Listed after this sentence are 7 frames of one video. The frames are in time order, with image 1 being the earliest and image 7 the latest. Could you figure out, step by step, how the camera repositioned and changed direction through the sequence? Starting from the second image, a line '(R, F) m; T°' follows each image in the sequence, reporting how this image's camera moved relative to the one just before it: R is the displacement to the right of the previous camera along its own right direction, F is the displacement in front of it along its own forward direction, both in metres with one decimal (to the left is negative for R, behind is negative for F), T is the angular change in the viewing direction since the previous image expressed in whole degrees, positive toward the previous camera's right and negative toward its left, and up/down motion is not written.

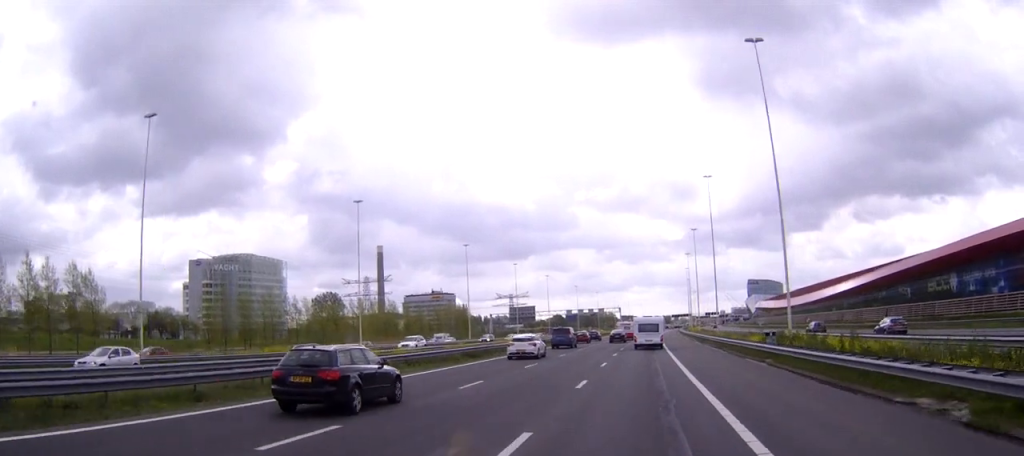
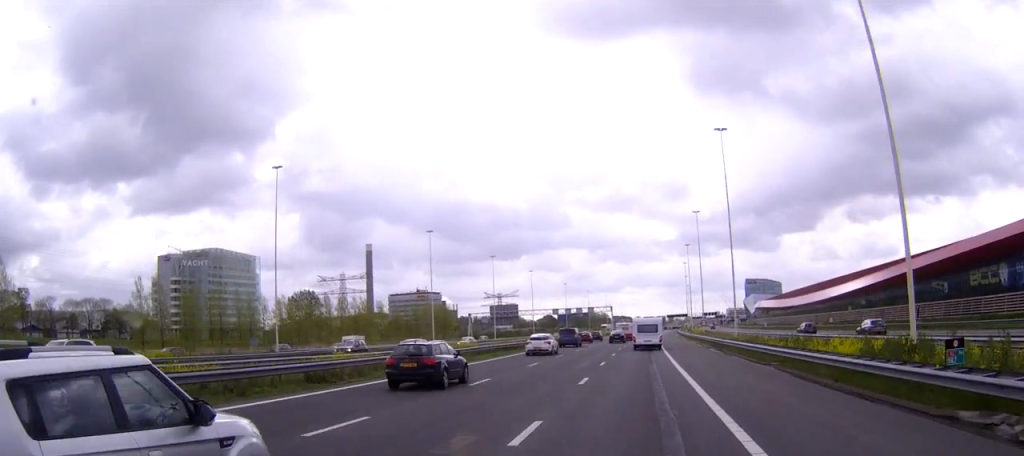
(+0.1, +22.4) m; +1°
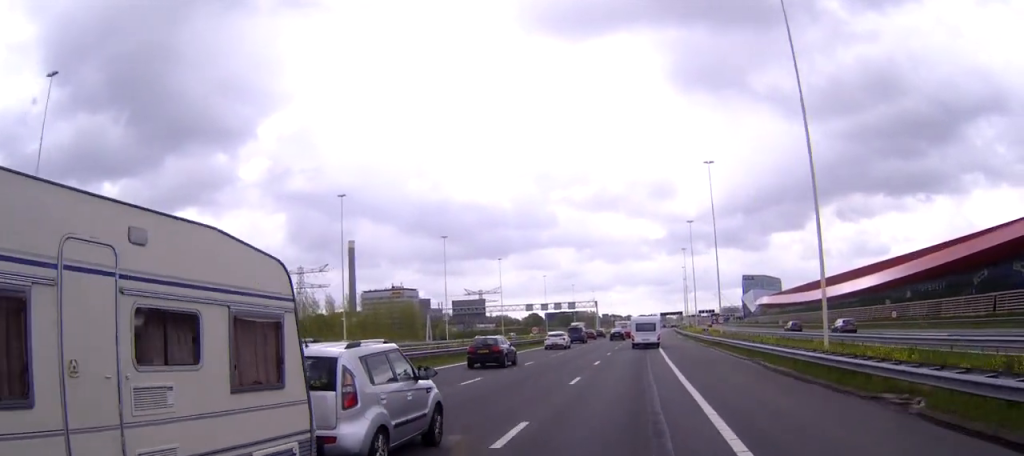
(+0.2, +36.4) m; 0°
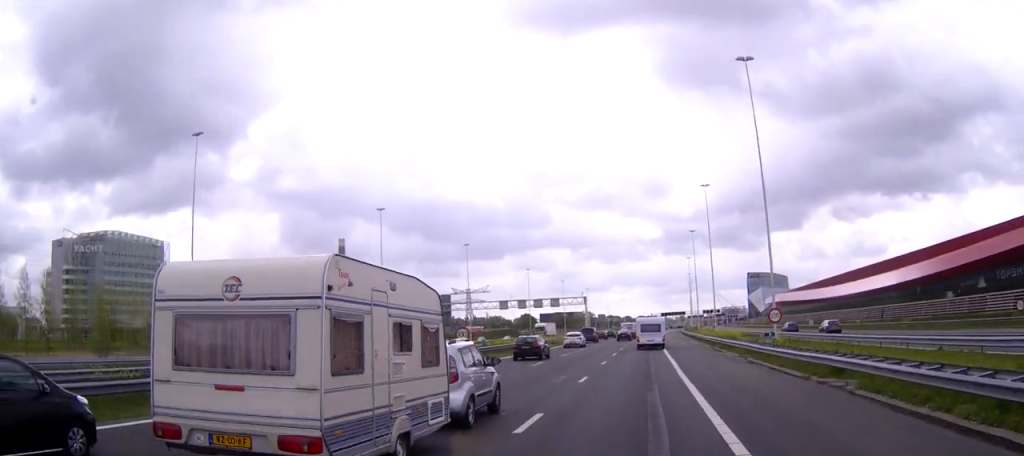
(+0.1, +34.5) m; 0°
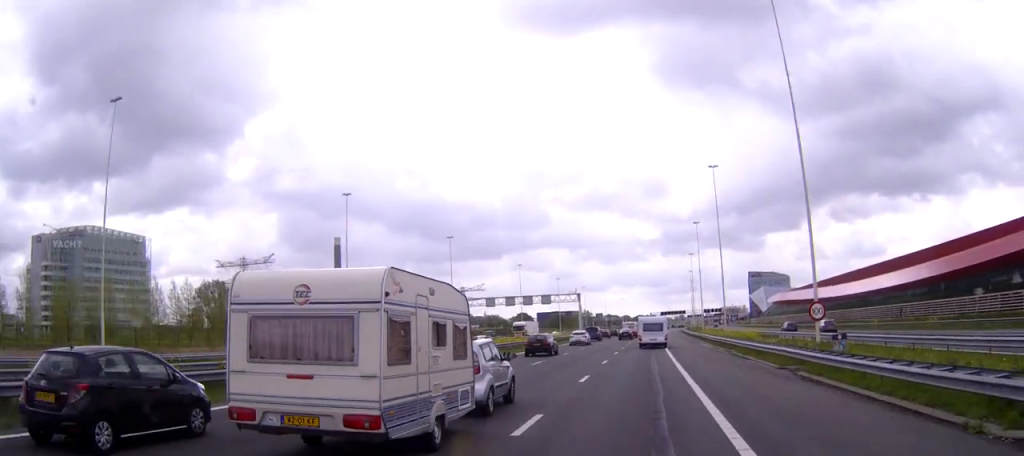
(0.0, +12.5) m; 0°
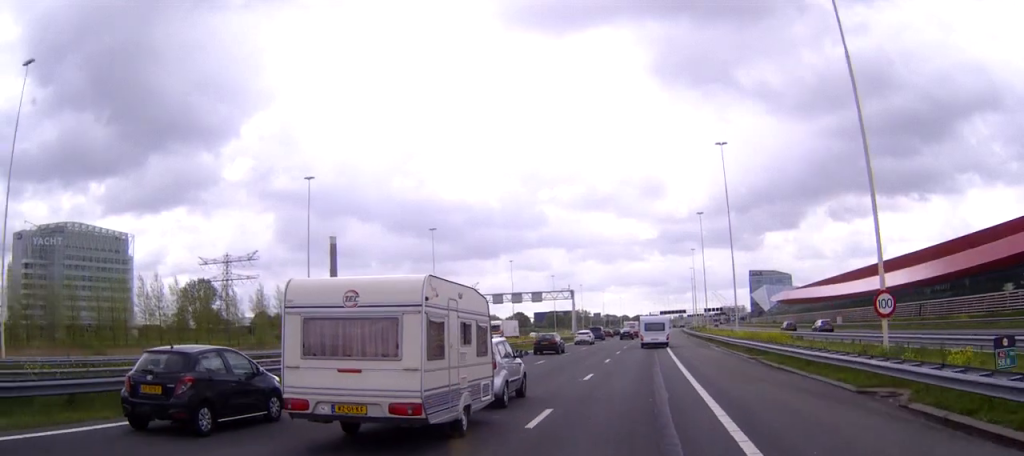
(0.0, +11.1) m; 0°
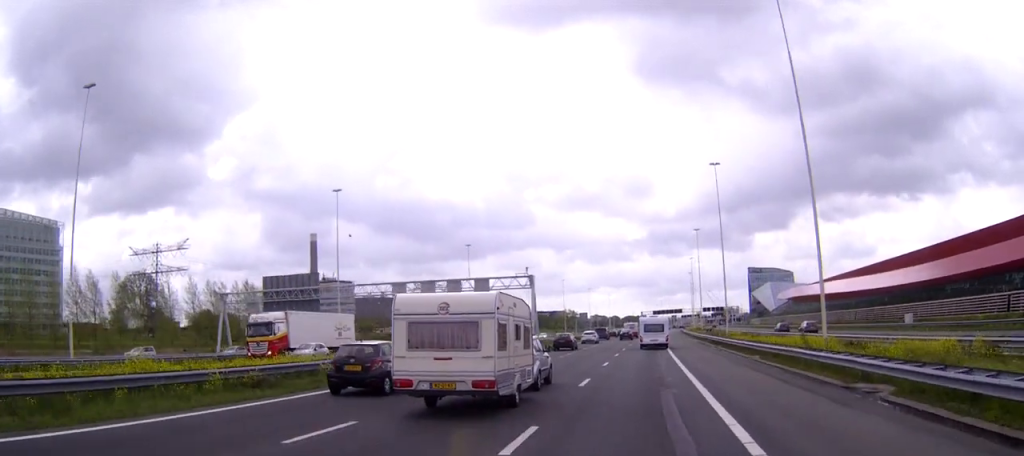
(+0.2, +38.8) m; 0°
